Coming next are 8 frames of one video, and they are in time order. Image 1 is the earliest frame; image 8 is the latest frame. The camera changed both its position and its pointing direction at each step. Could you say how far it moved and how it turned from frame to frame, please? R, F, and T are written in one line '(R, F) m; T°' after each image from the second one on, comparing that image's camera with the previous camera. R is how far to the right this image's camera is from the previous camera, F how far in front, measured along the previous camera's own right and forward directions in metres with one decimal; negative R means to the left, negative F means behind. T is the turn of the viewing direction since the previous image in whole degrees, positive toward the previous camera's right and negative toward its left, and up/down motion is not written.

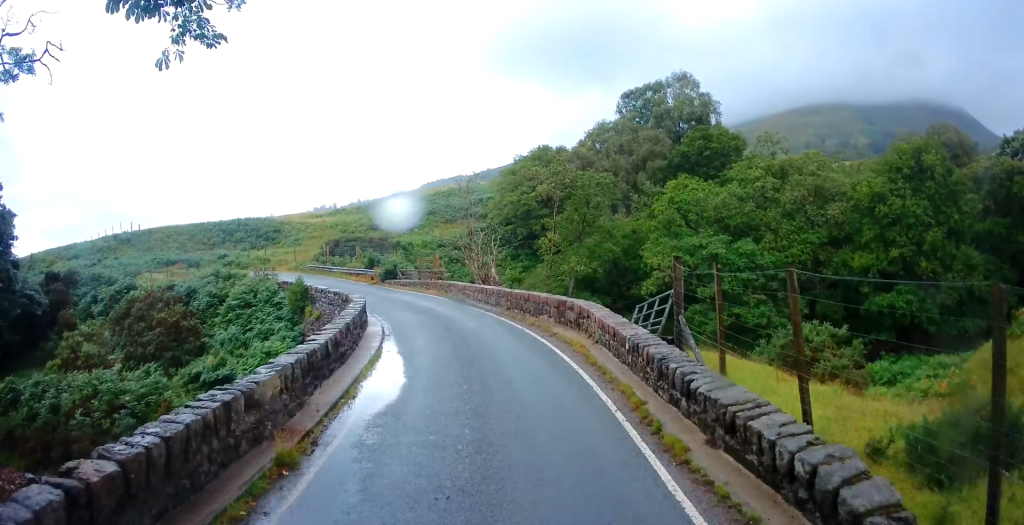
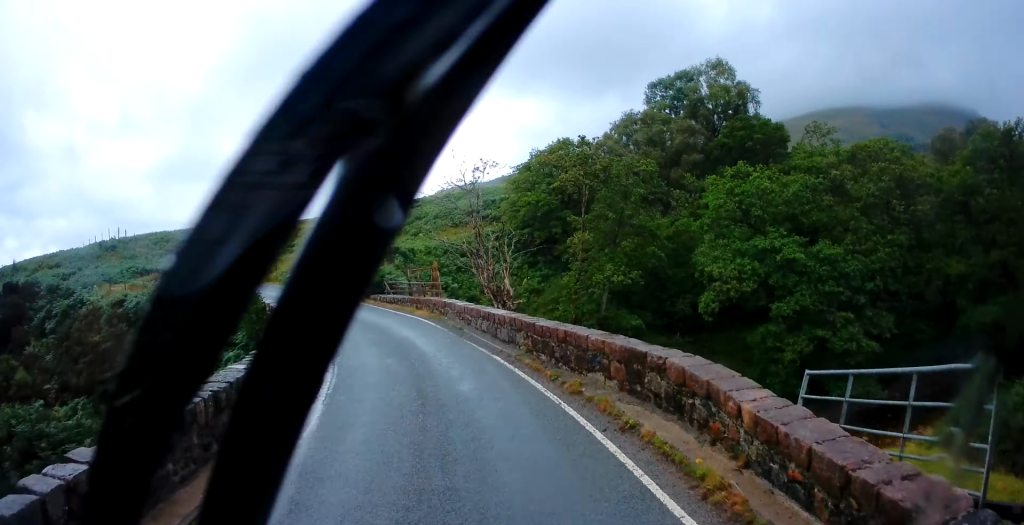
(-0.1, +7.2) m; -7°
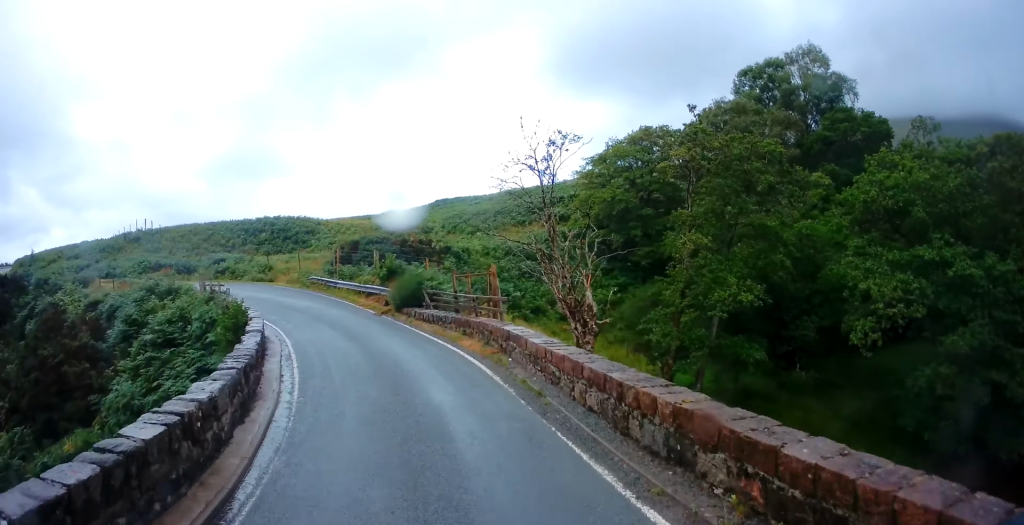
(-0.8, +7.2) m; -8°
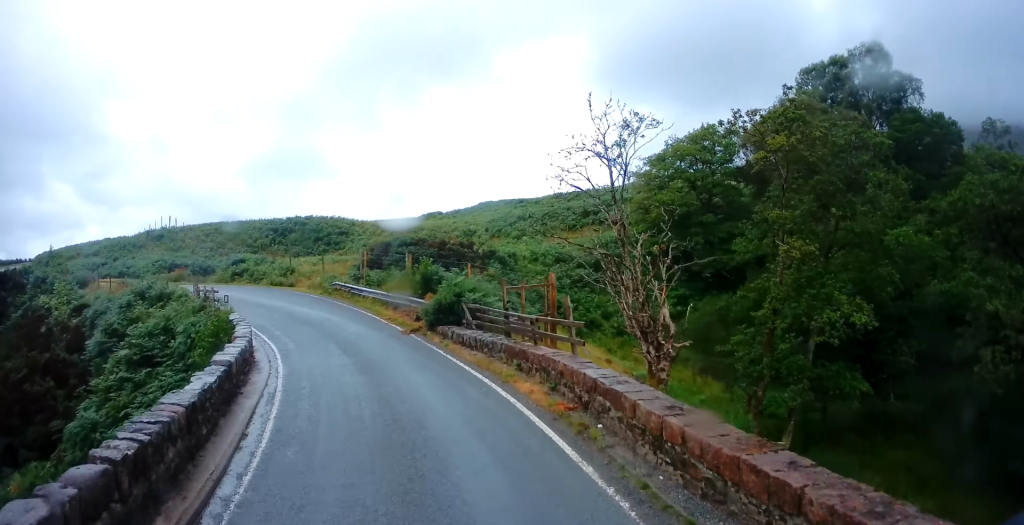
(-0.1, +4.0) m; -5°
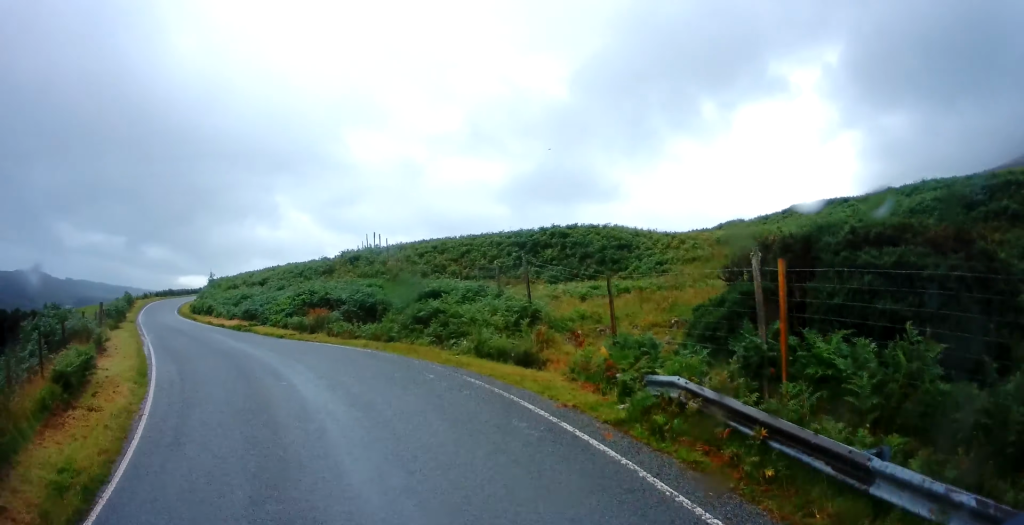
(-4.5, +18.7) m; -31°
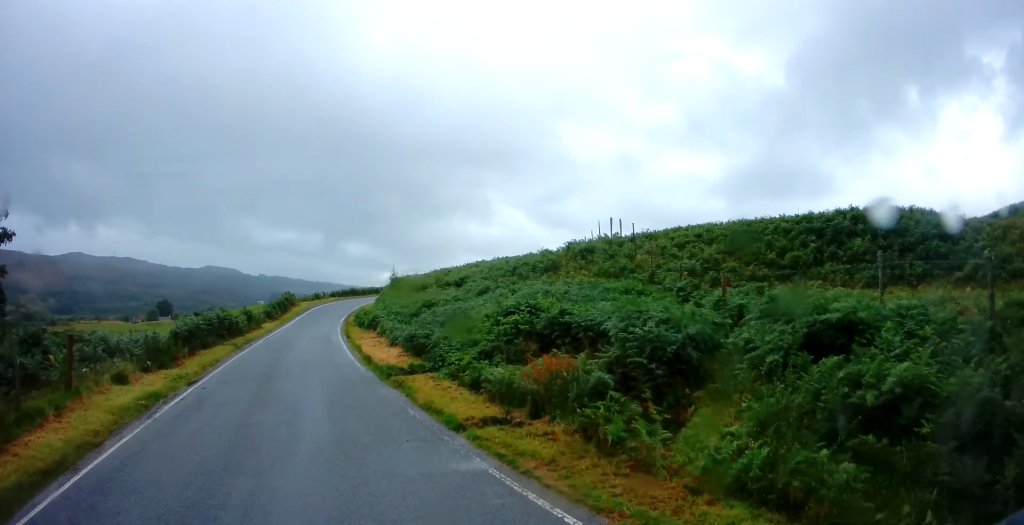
(-2.7, +13.3) m; -20°
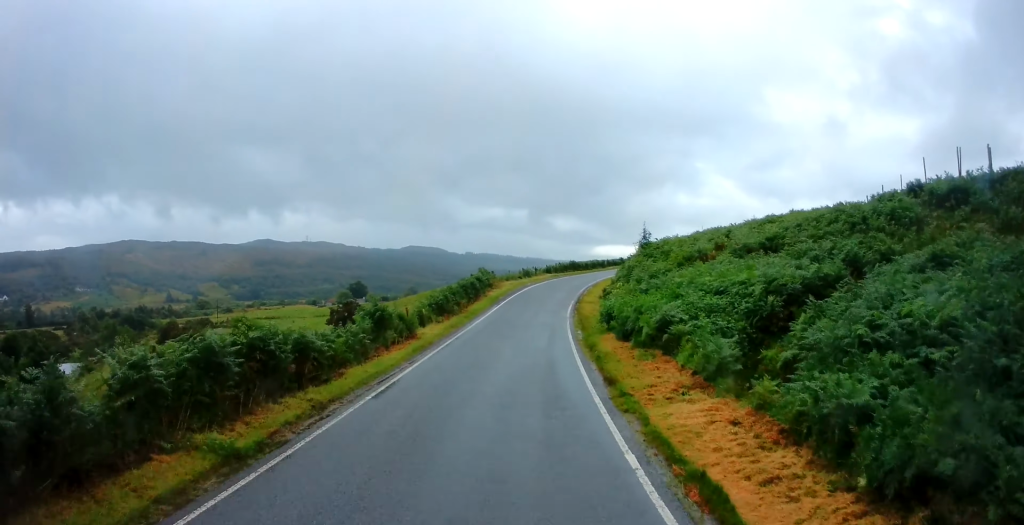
(-2.7, +18.0) m; -12°
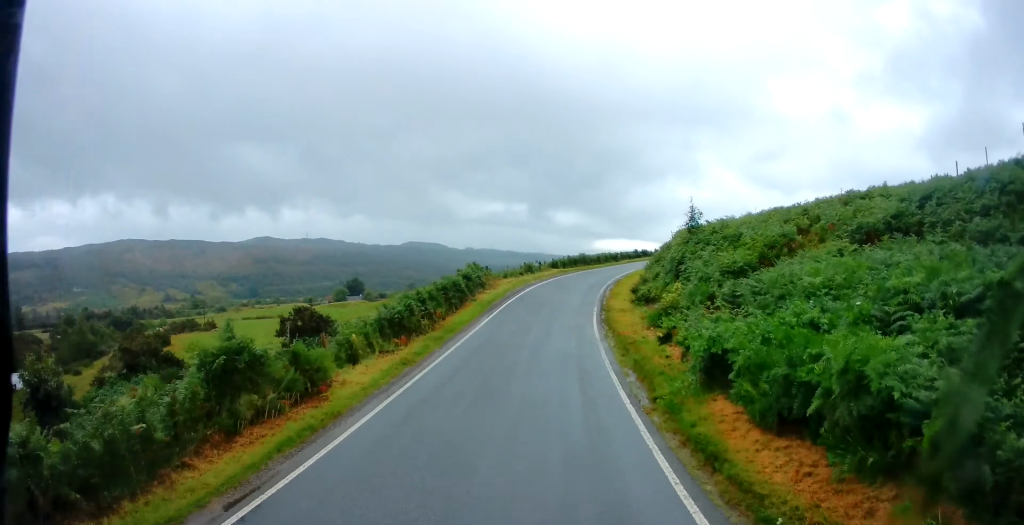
(-0.1, +9.1) m; +1°
